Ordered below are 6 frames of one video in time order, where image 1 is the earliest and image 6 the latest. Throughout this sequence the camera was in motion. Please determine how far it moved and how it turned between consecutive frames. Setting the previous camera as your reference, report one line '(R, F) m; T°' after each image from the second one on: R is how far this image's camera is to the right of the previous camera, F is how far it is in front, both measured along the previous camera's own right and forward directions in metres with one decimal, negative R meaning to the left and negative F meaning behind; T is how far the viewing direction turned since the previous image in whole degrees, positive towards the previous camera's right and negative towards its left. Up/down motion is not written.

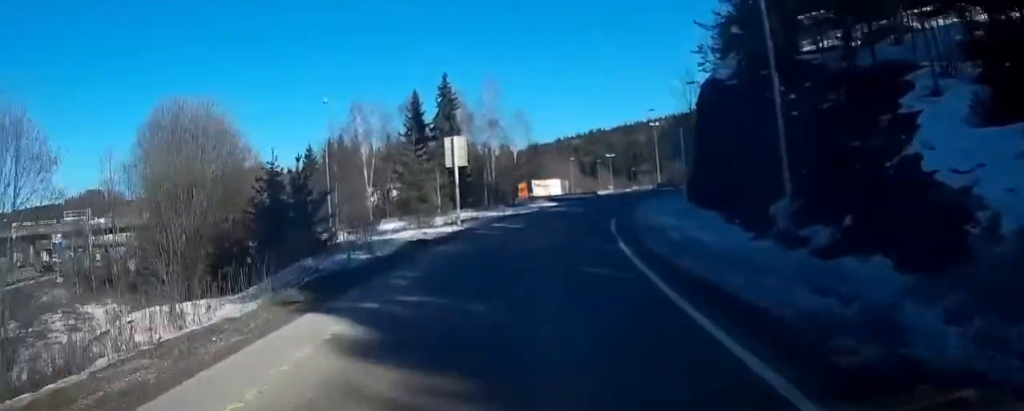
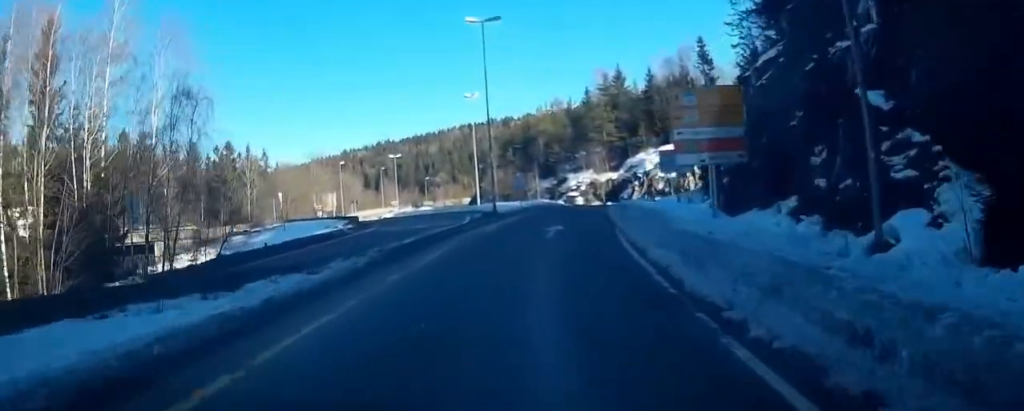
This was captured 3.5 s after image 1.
(+8.9, +47.5) m; +18°
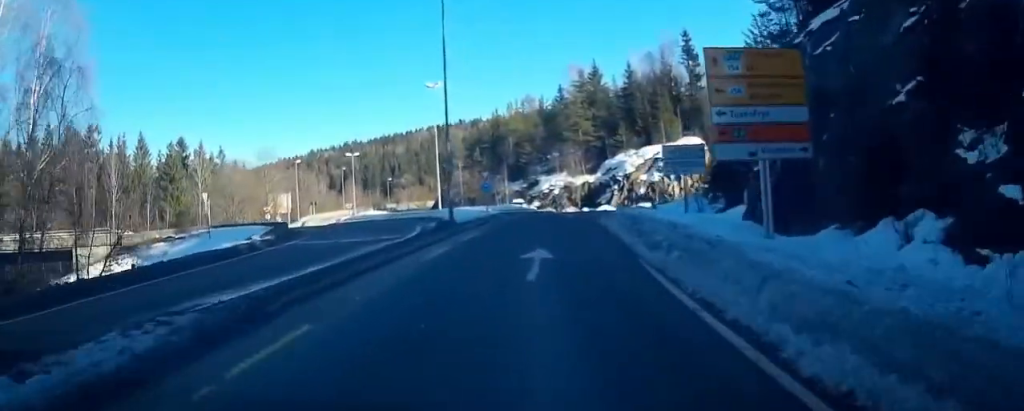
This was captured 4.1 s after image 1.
(0.0, +7.7) m; +2°
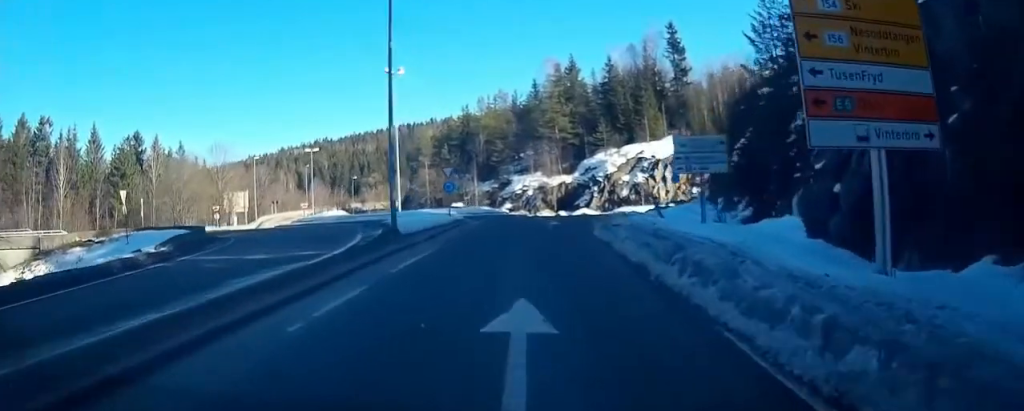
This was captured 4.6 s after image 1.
(0.0, +6.7) m; +2°
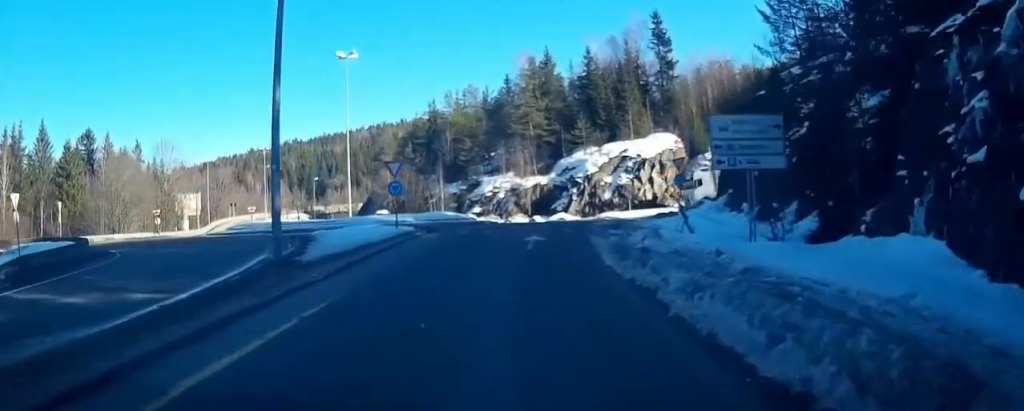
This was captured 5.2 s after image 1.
(+0.5, +7.2) m; +2°
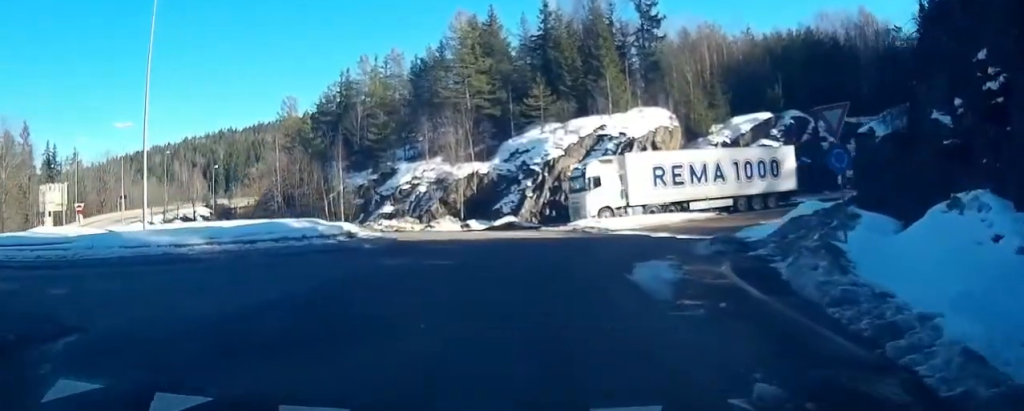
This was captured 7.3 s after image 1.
(+0.6, +21.2) m; +3°
